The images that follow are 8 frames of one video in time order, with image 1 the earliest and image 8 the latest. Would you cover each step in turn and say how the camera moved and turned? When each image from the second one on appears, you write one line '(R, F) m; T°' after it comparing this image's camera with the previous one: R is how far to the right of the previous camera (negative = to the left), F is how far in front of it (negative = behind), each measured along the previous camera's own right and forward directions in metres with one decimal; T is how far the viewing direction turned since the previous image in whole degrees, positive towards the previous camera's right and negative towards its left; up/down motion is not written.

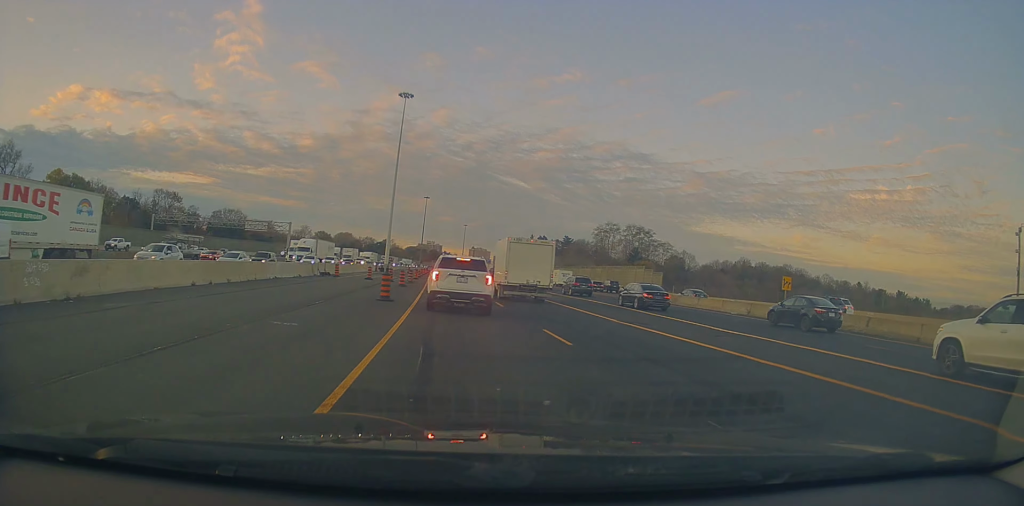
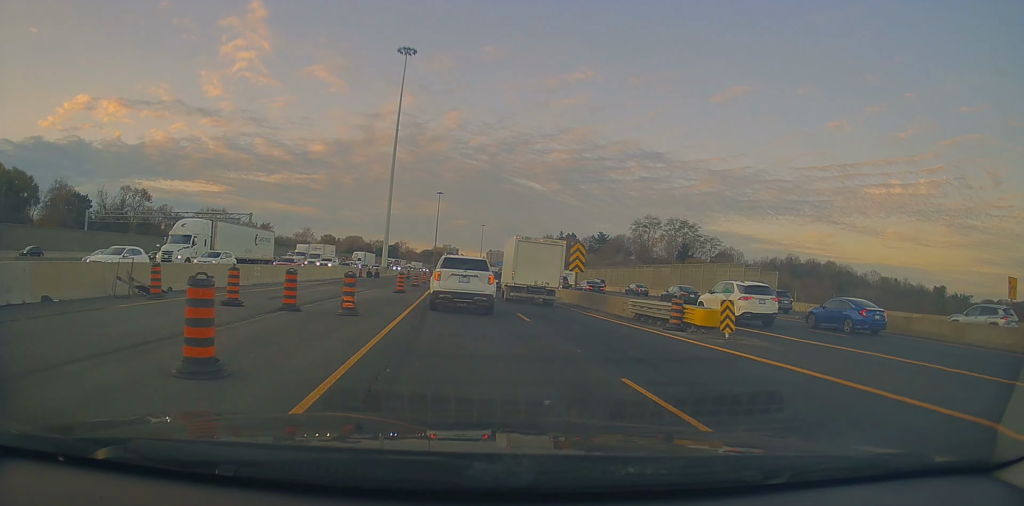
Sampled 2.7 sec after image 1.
(-0.7, +30.2) m; -3°
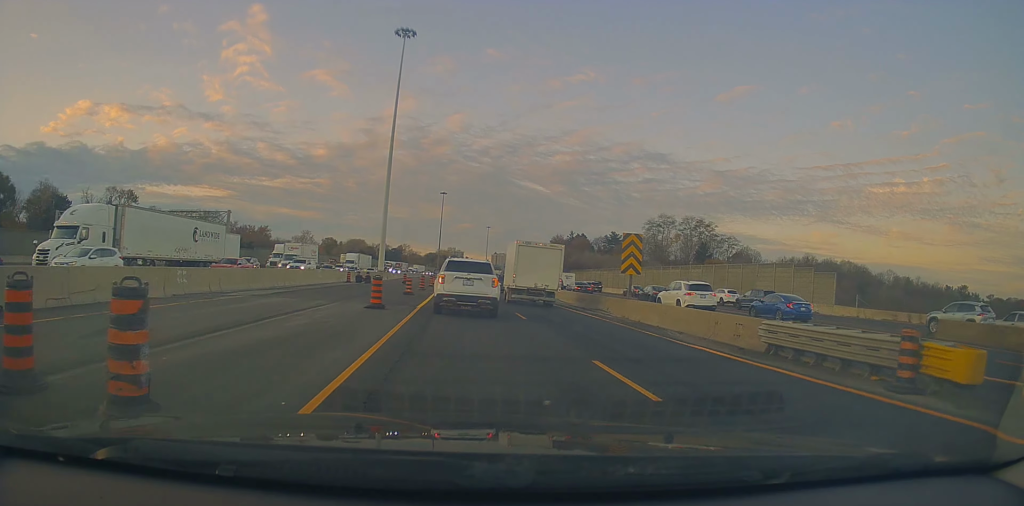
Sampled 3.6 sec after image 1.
(-0.2, +9.9) m; 0°
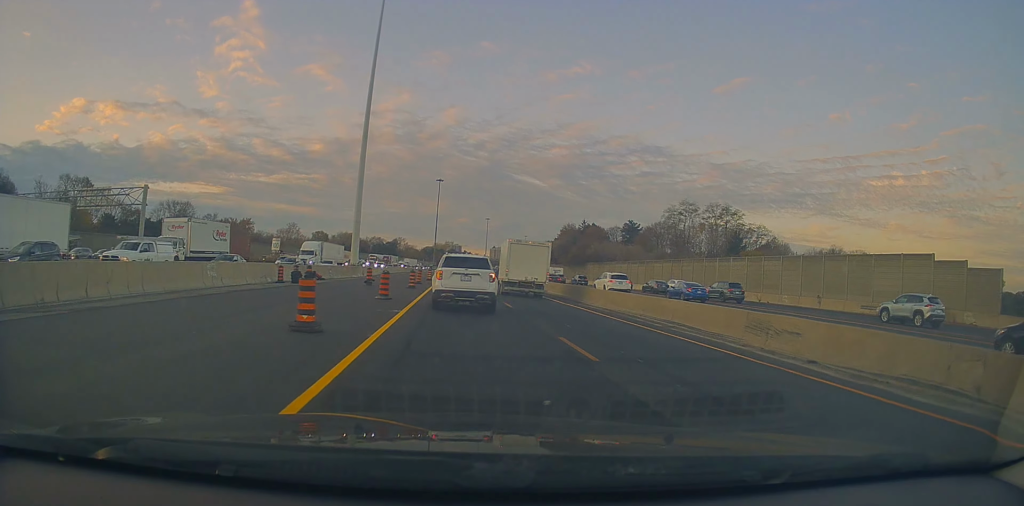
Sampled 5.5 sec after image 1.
(+0.1, +21.1) m; 0°
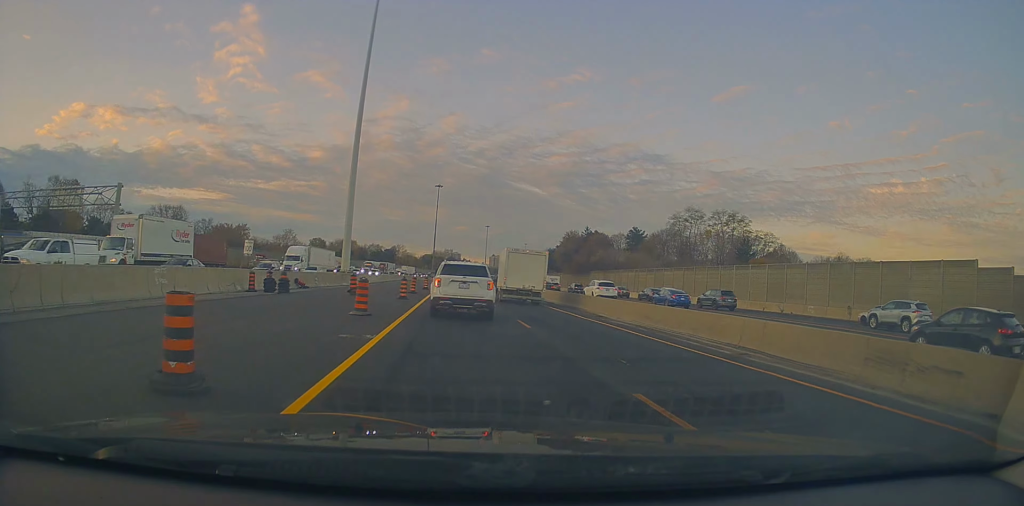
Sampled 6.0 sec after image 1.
(+0.1, +4.9) m; 0°
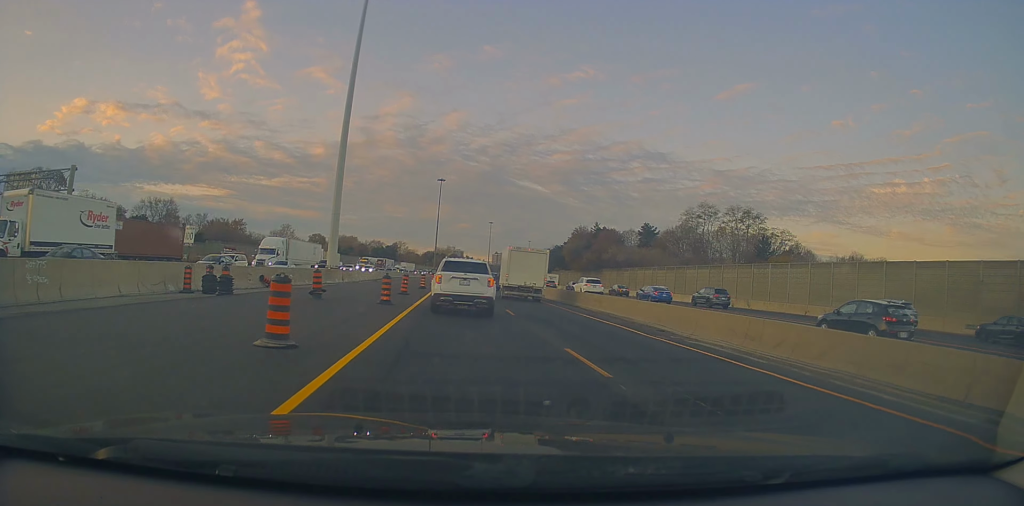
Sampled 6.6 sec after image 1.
(+0.1, +7.7) m; 0°
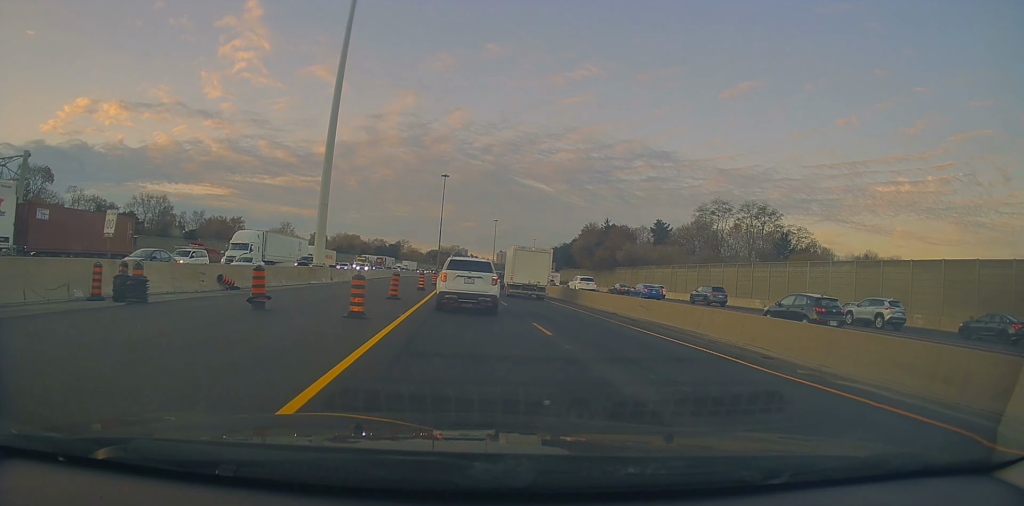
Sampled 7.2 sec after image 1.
(-0.1, +6.7) m; -1°
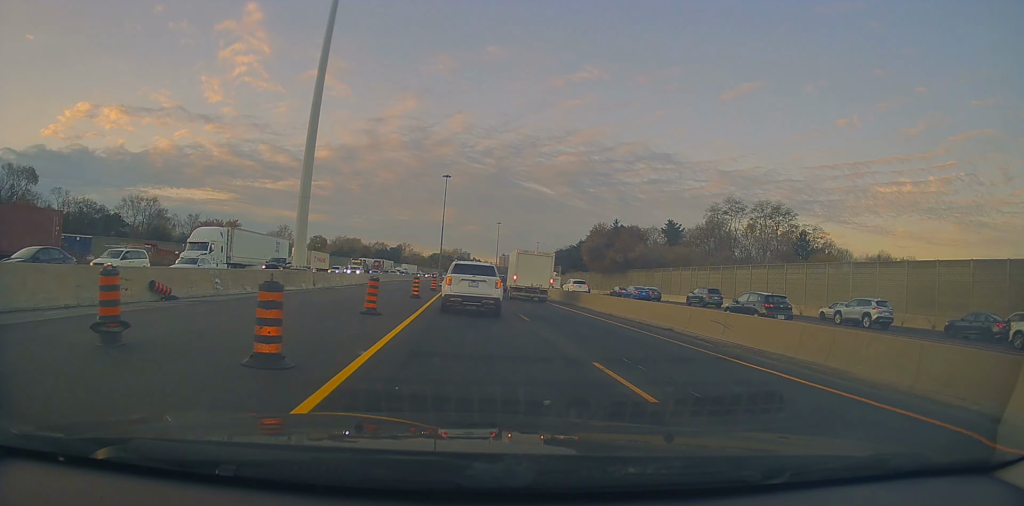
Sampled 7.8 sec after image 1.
(0.0, +6.8) m; 0°
